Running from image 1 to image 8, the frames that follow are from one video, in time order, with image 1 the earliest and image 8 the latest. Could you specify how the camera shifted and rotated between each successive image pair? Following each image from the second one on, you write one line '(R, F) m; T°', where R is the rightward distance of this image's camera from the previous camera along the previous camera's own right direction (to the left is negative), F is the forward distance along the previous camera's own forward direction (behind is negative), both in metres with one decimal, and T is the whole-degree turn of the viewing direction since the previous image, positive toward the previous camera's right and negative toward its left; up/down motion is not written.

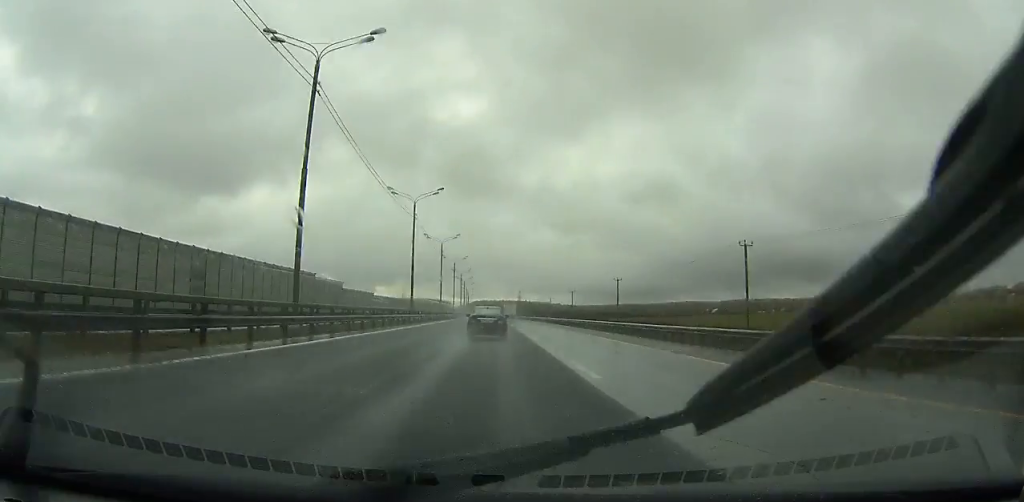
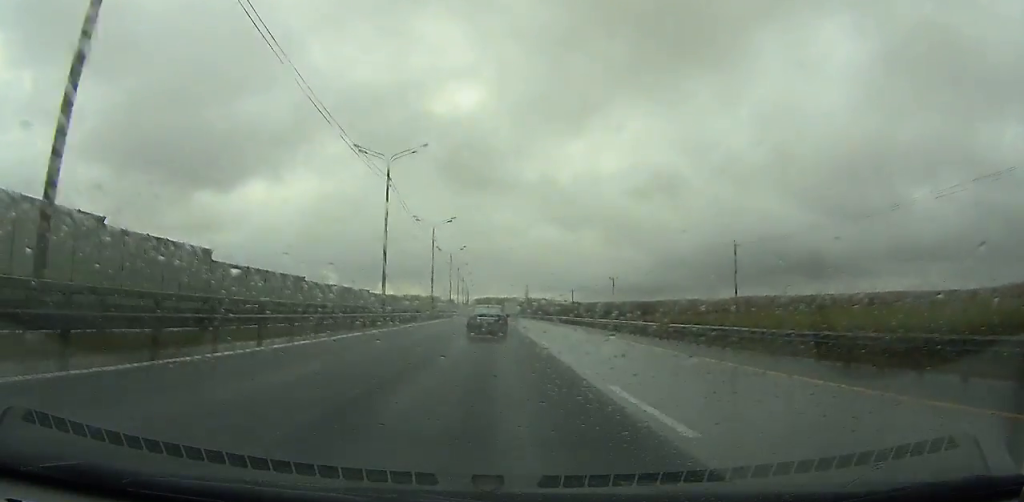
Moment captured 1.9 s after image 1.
(-0.1, +52.3) m; 0°
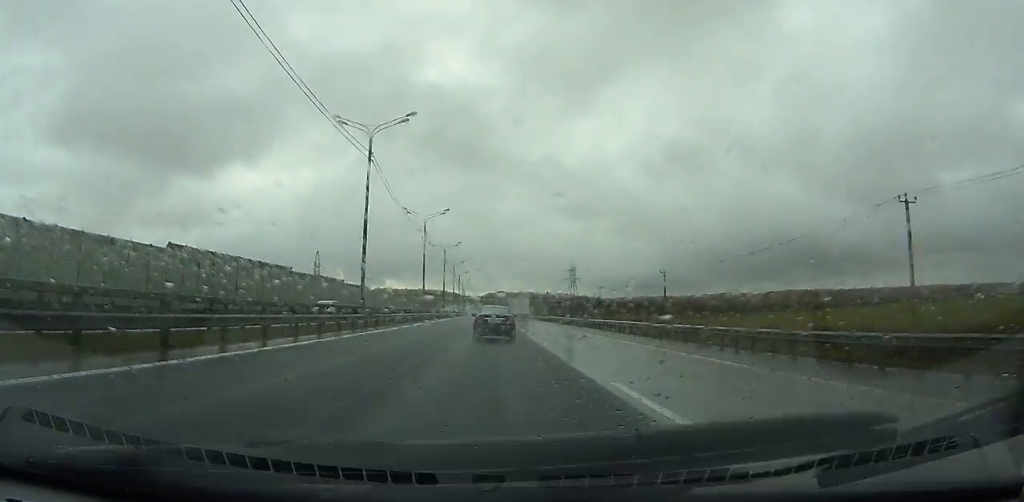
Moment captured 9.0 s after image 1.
(-2.2, +191.8) m; -1°
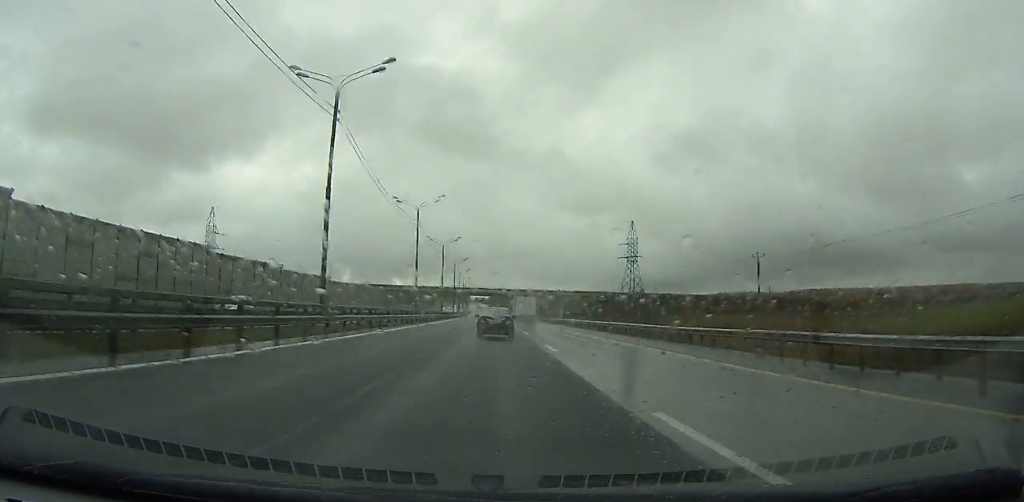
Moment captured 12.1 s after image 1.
(-0.2, +82.6) m; 0°
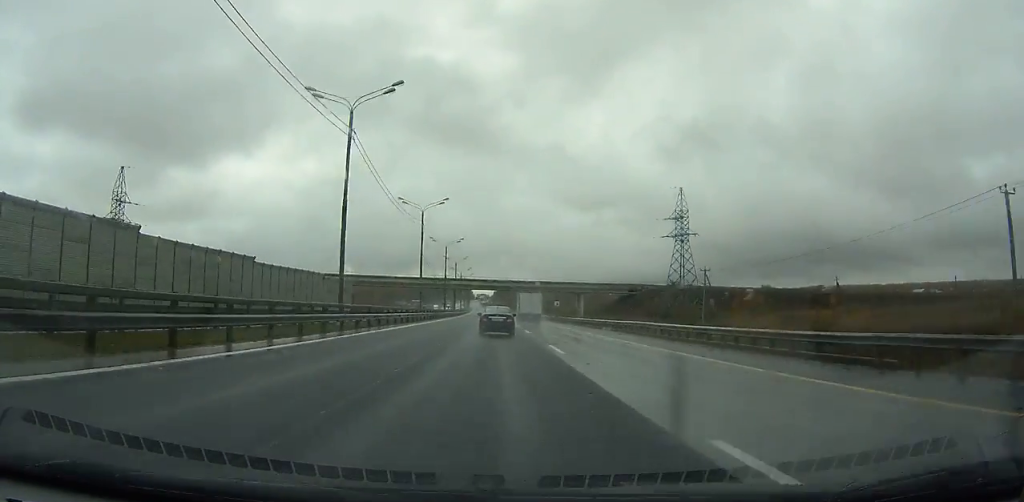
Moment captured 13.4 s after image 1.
(0.0, +34.6) m; 0°
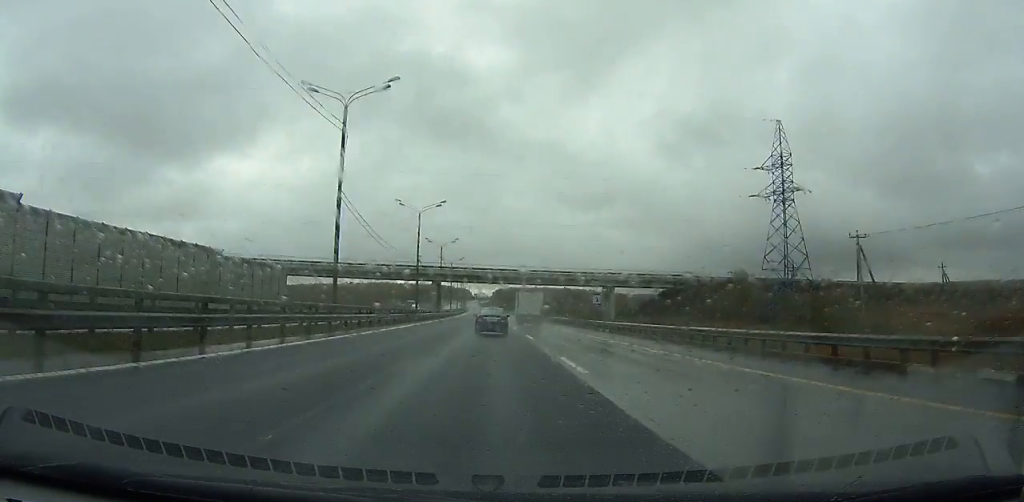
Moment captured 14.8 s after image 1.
(0.0, +37.4) m; 0°
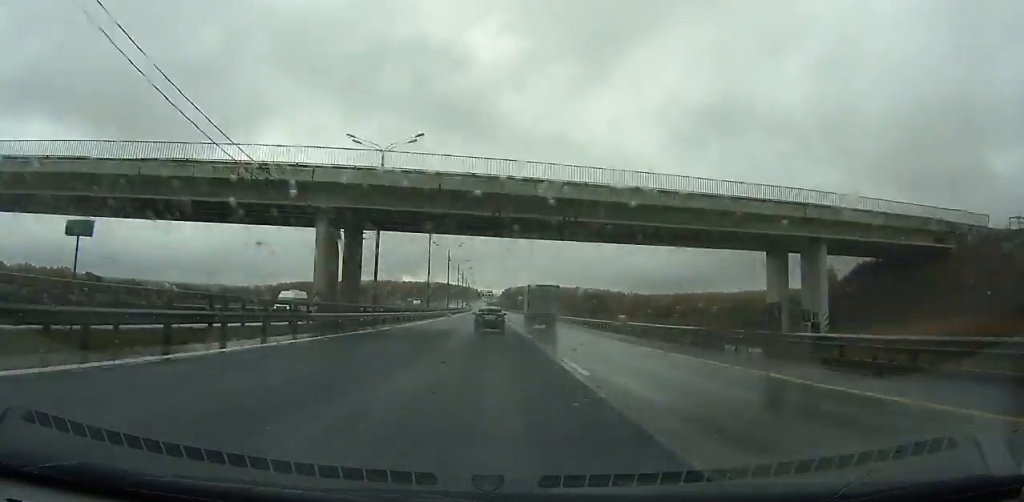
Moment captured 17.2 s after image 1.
(-0.4, +64.3) m; -1°
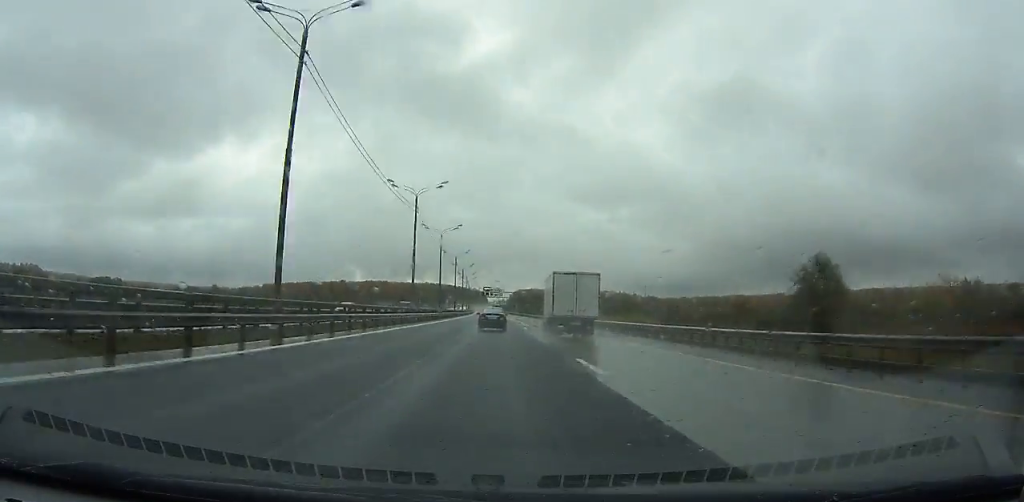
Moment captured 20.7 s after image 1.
(-0.9, +94.4) m; -1°
